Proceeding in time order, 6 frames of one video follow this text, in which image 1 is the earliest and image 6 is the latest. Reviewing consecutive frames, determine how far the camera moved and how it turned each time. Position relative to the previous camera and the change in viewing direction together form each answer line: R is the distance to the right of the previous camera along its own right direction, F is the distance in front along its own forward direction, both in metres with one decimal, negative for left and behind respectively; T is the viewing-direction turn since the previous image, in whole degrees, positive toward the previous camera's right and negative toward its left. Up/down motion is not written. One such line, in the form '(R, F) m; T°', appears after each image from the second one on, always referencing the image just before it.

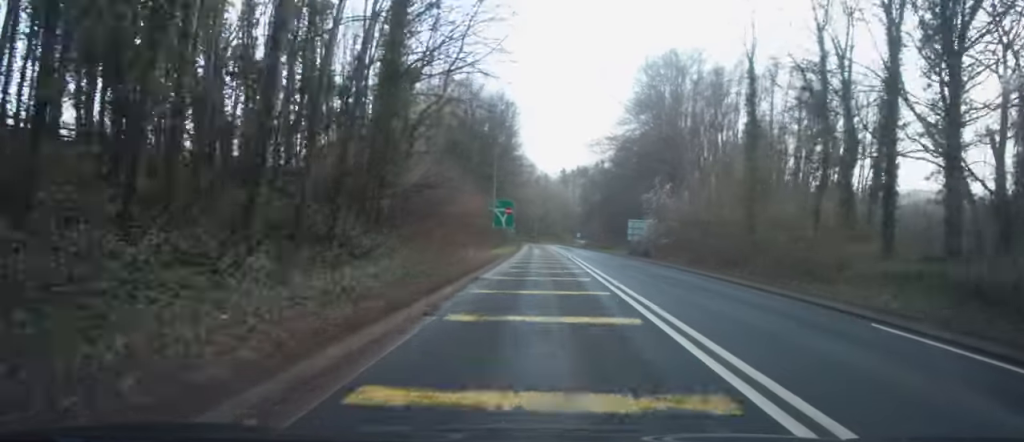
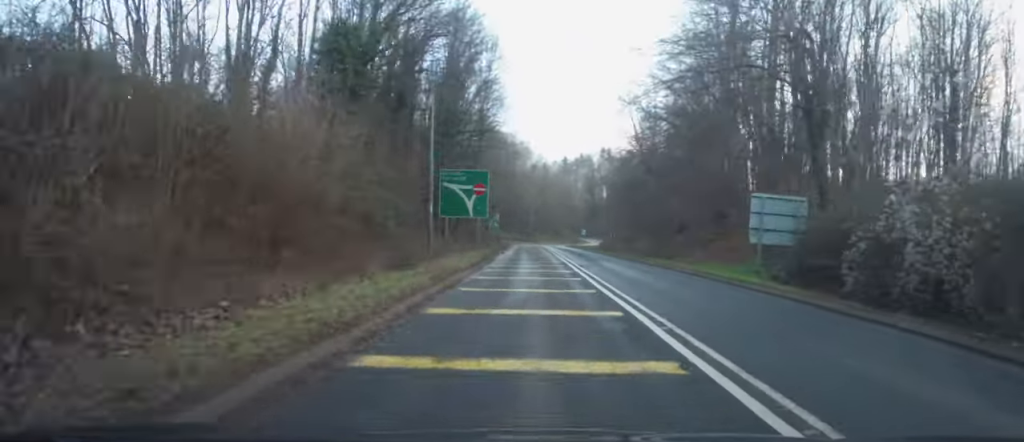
(-0.6, +33.6) m; -2°
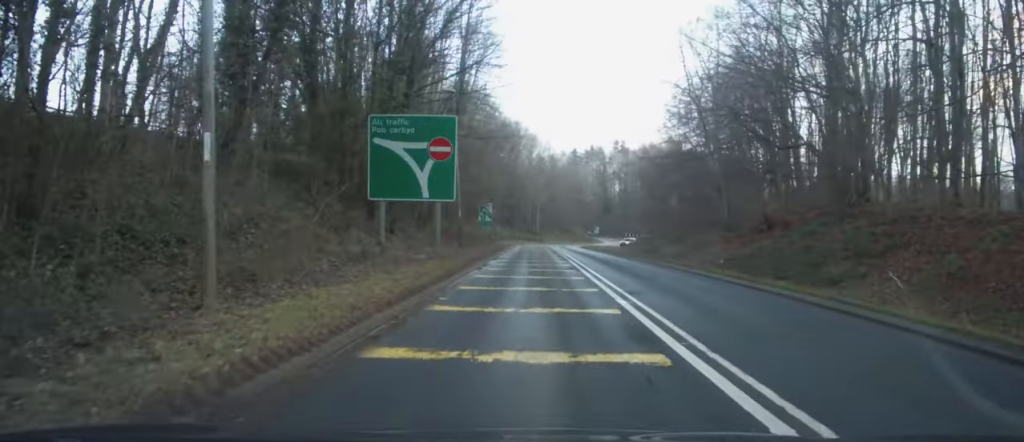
(0.0, +20.0) m; 0°
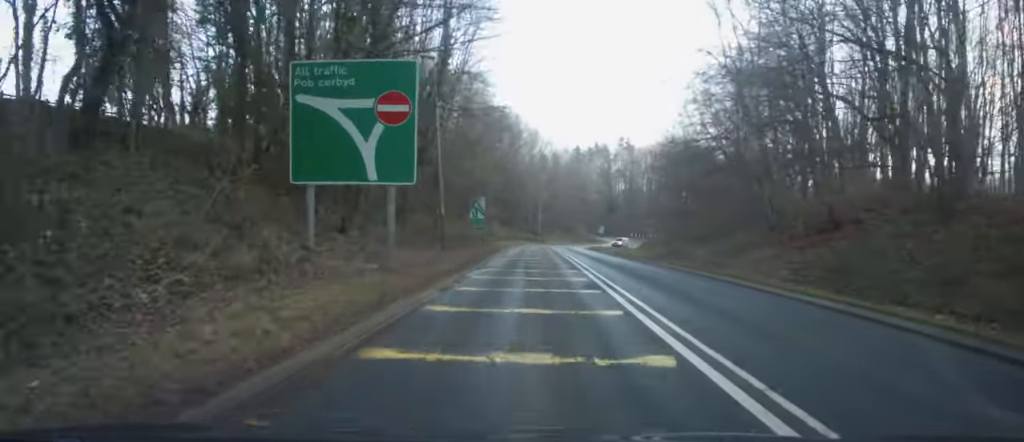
(-0.1, +7.9) m; 0°
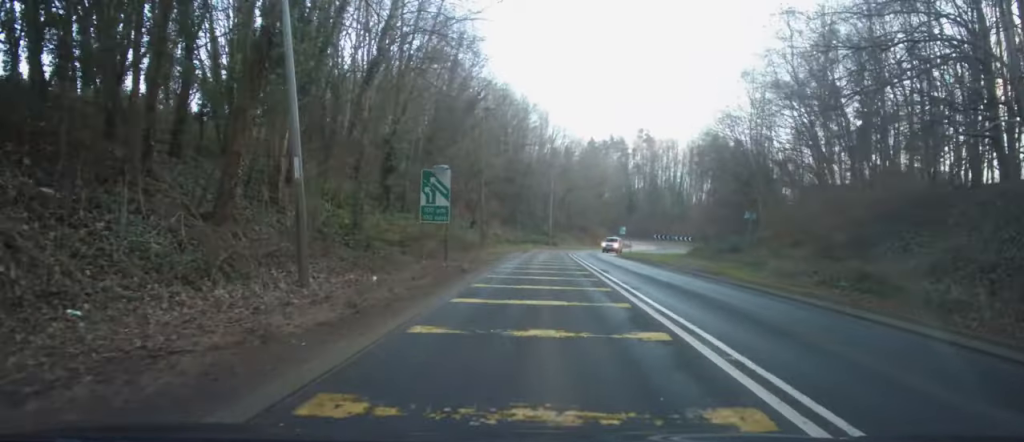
(-0.2, +20.3) m; -3°
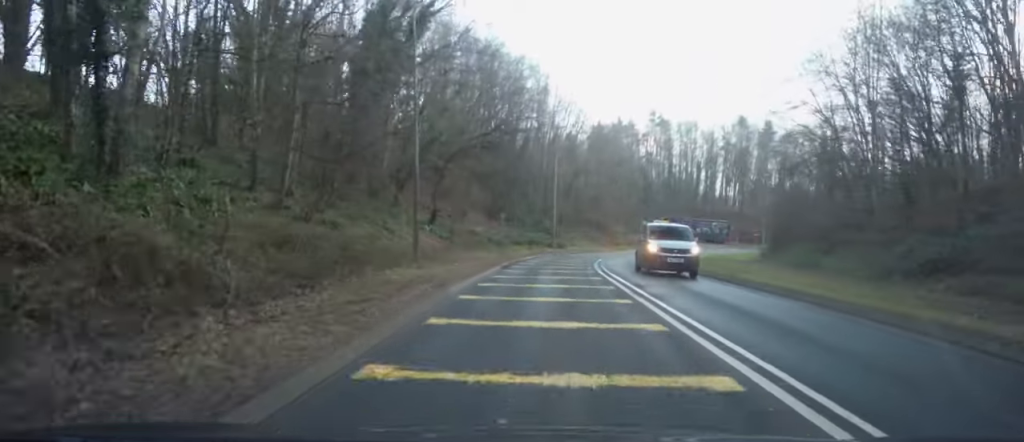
(-0.7, +23.1) m; 0°
